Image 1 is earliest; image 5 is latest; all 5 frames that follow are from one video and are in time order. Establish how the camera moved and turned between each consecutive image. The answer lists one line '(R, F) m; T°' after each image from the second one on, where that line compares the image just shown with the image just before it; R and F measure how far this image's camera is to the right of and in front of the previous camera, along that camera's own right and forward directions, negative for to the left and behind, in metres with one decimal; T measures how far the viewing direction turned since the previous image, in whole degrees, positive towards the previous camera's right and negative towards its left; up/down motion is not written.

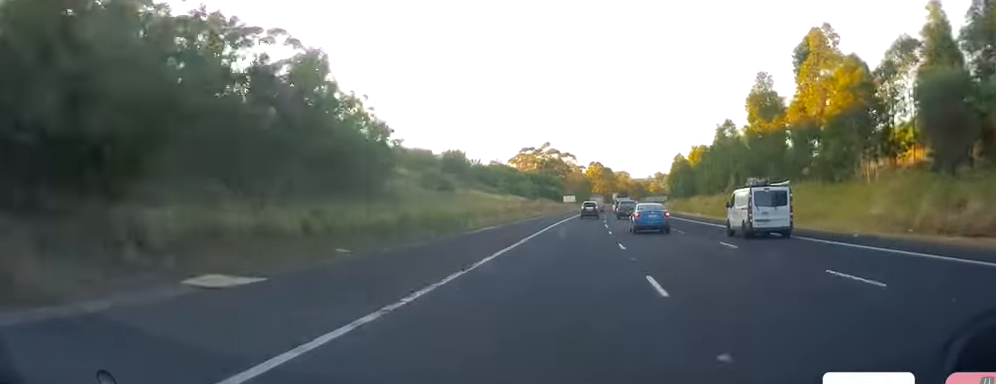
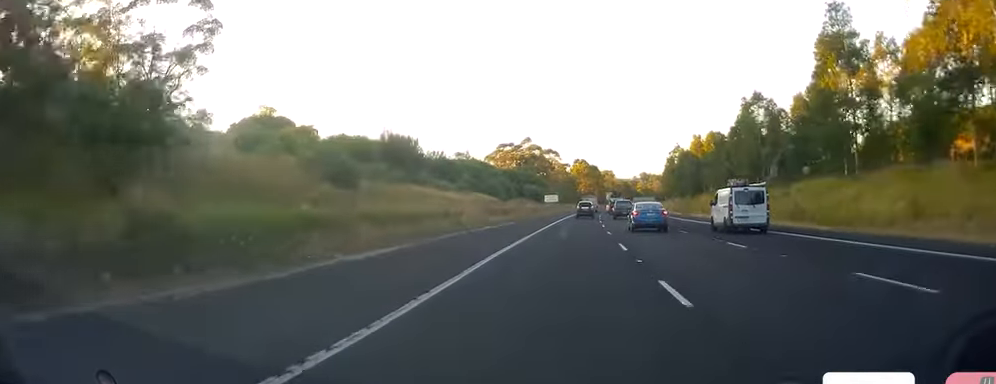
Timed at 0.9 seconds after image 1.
(+0.2, +25.0) m; +1°
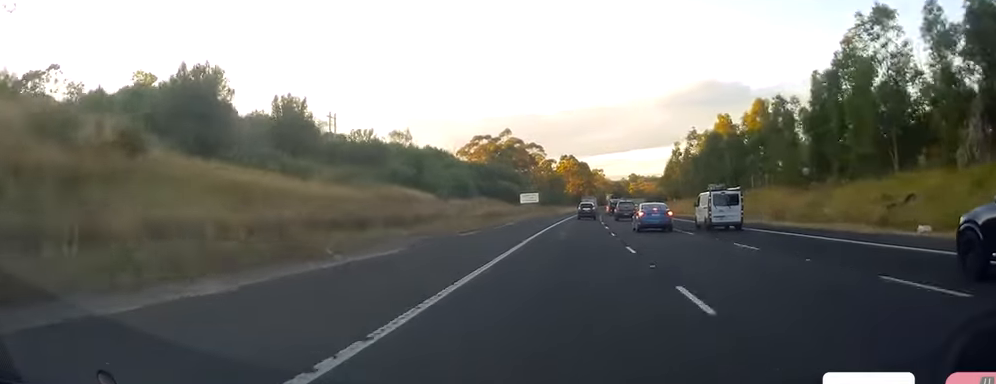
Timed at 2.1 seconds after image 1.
(+0.7, +36.8) m; +1°
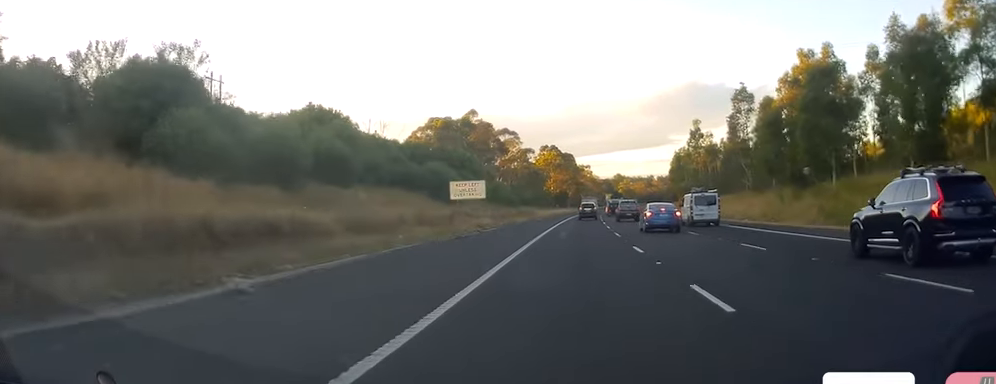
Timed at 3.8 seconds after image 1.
(+0.5, +47.9) m; +2°
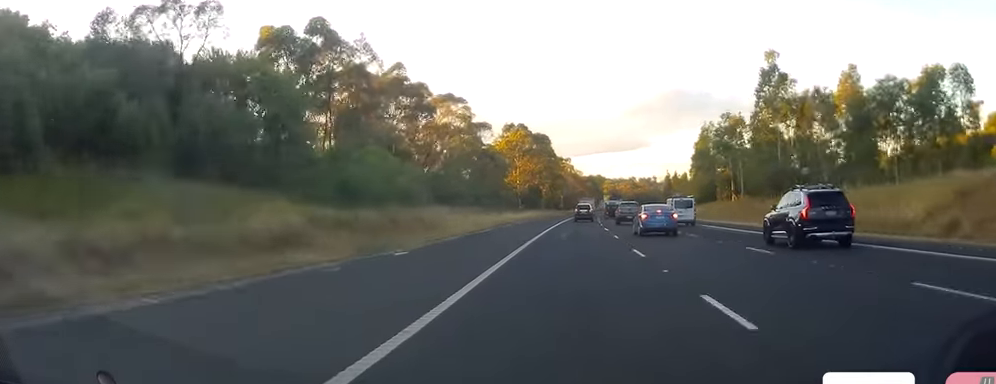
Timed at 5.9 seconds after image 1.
(+0.8, +61.8) m; 0°
